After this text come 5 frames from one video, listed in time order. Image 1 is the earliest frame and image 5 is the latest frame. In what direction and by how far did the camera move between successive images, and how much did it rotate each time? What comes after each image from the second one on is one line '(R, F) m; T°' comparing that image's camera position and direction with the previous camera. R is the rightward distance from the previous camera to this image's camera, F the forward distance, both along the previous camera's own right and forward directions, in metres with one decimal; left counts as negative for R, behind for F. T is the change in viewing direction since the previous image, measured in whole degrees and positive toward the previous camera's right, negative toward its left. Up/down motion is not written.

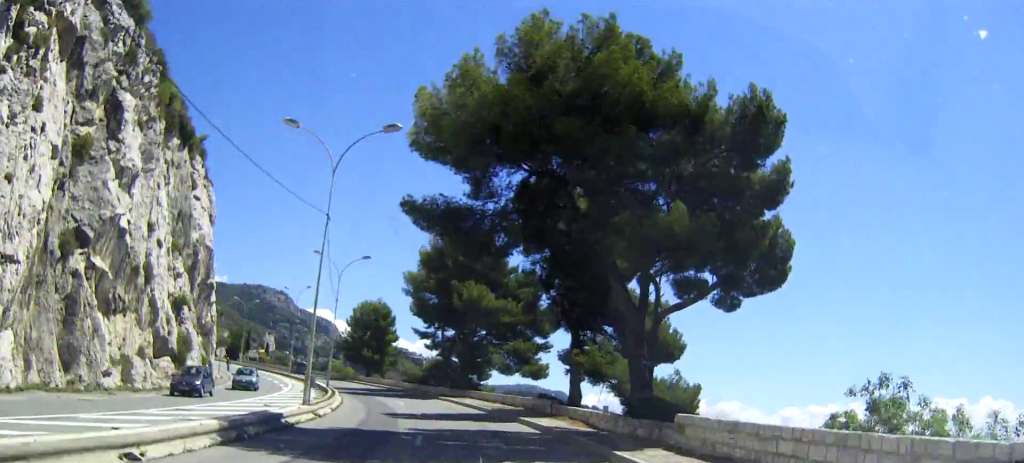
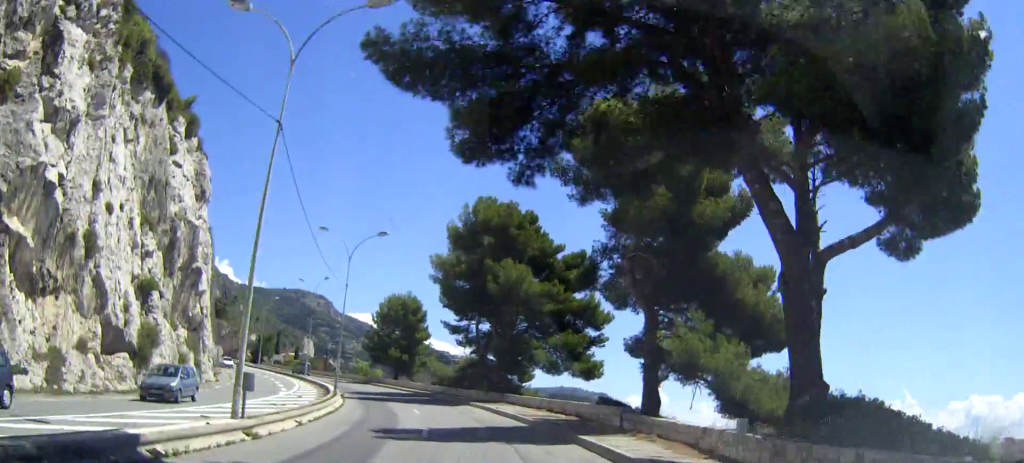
(-0.2, +9.6) m; -3°
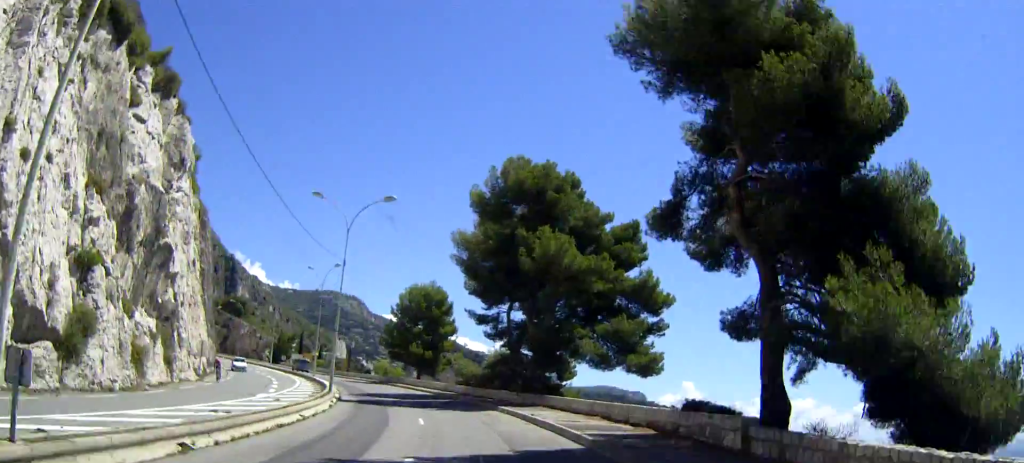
(-0.5, +9.2) m; -3°
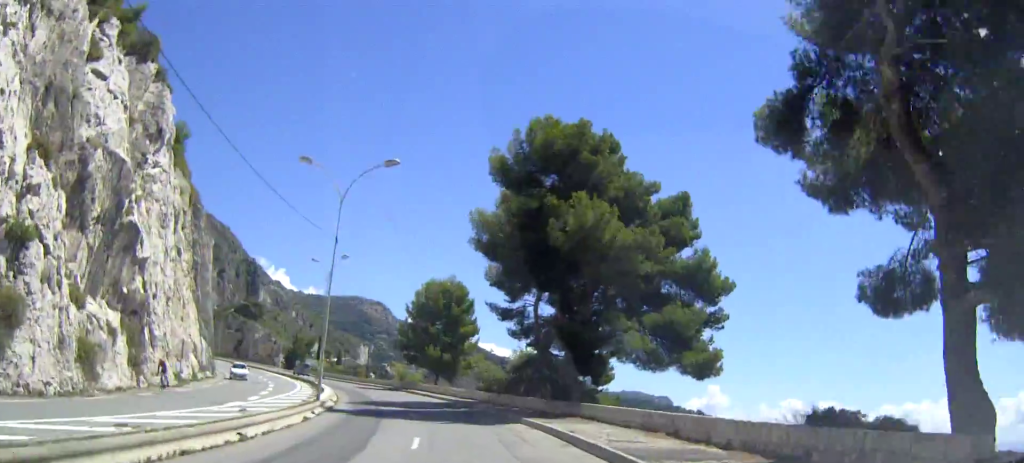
(-0.1, +6.8) m; -1°
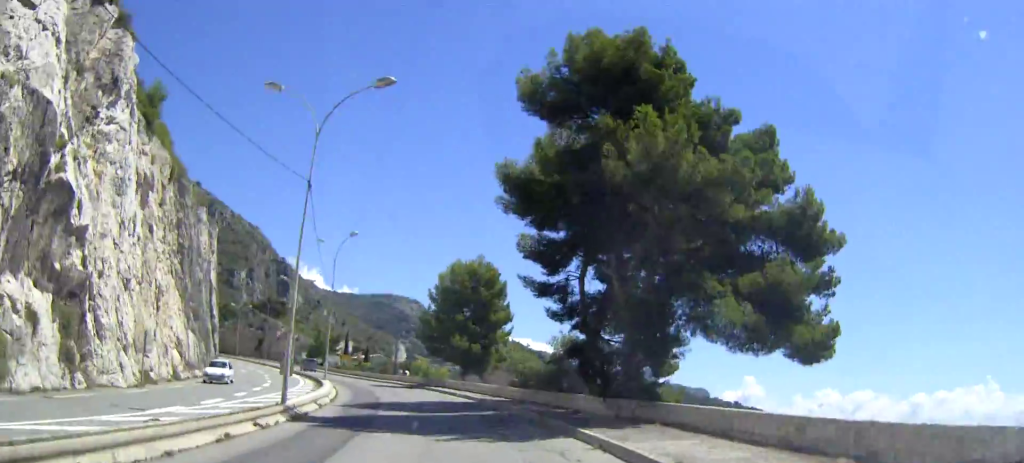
(+0.1, +8.7) m; -2°
